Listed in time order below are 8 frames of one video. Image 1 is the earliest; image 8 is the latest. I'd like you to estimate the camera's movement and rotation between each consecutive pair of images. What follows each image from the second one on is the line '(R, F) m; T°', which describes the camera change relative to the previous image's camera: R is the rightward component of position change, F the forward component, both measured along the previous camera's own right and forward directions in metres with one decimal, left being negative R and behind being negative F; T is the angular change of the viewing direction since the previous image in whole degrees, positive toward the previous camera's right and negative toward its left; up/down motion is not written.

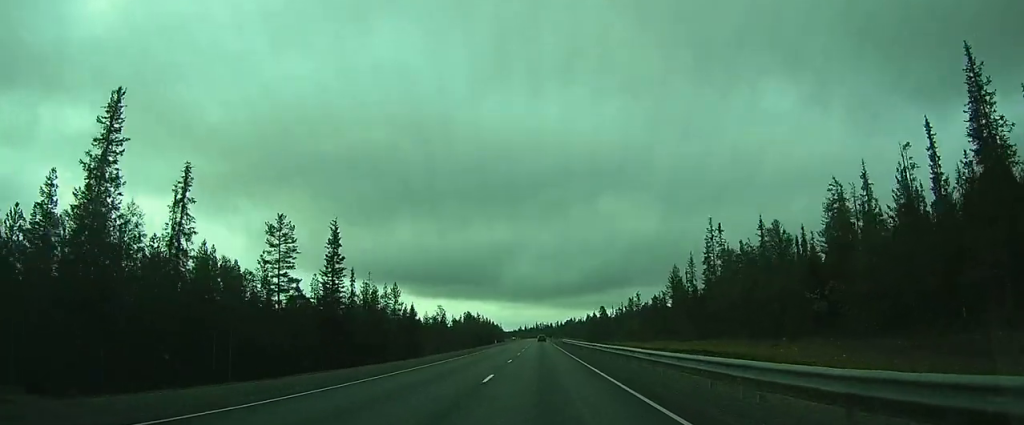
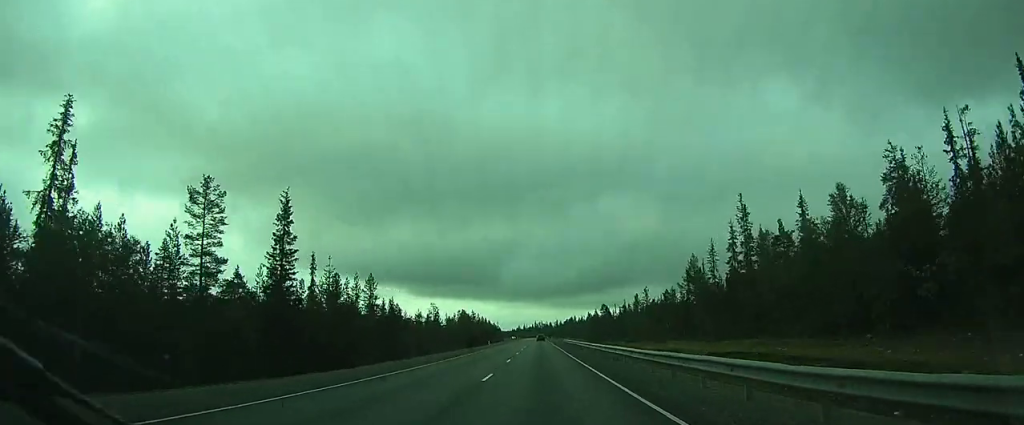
(0.0, +11.4) m; 0°
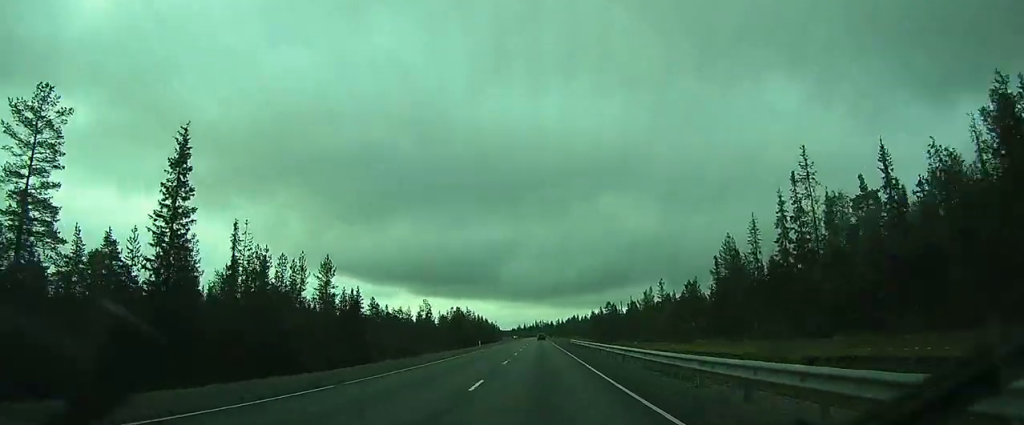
(0.0, +14.9) m; 0°
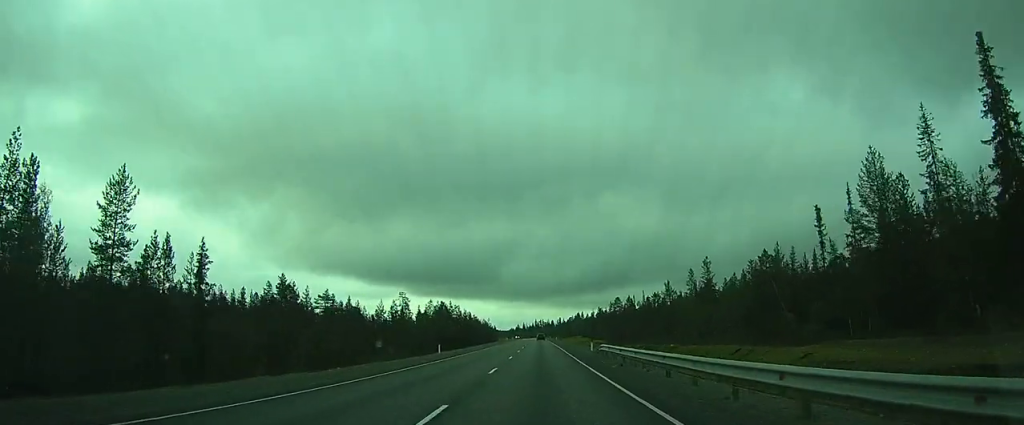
(0.0, +29.8) m; 0°
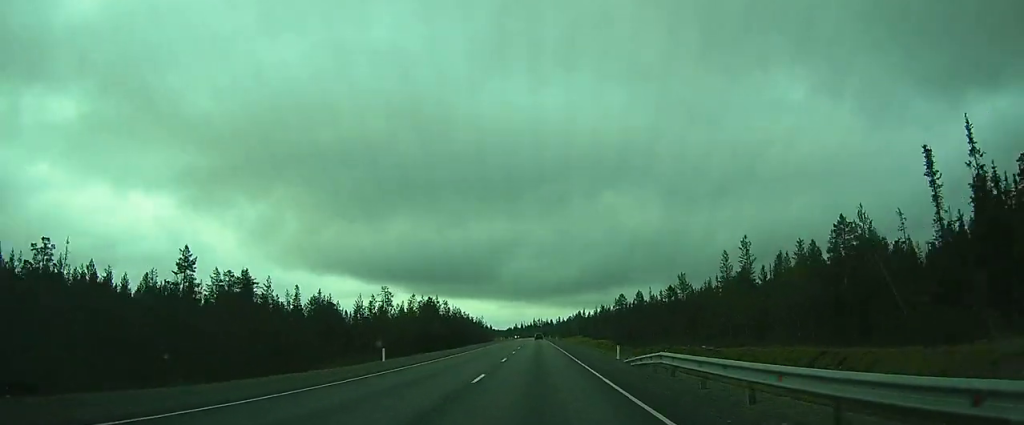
(+0.1, +15.8) m; 0°
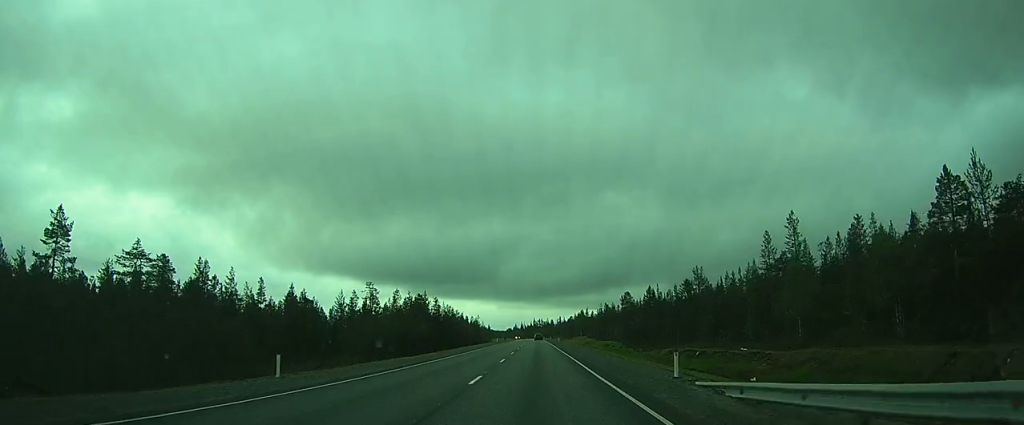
(+0.1, +12.3) m; 0°
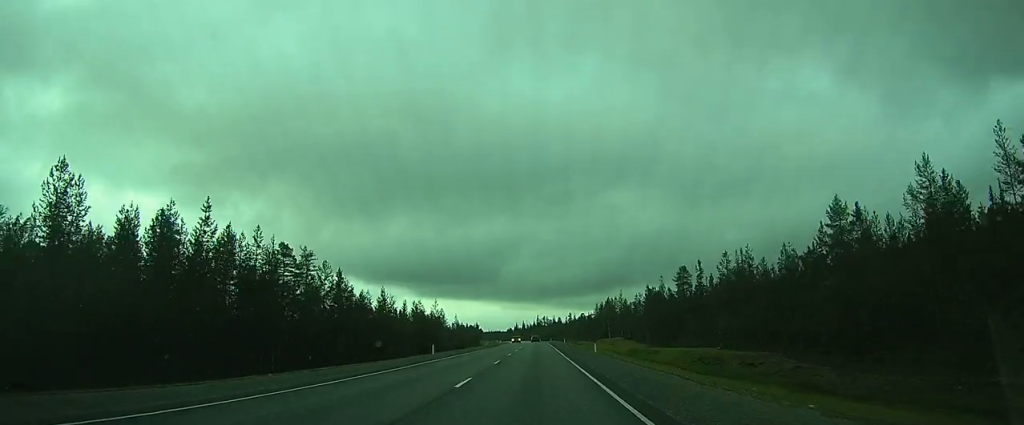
(0.0, +71.9) m; 0°
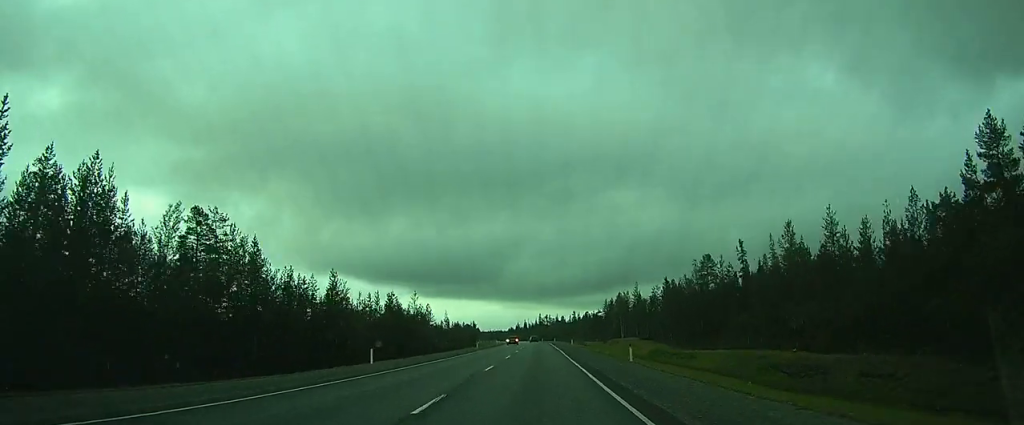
(0.0, +16.7) m; 0°
